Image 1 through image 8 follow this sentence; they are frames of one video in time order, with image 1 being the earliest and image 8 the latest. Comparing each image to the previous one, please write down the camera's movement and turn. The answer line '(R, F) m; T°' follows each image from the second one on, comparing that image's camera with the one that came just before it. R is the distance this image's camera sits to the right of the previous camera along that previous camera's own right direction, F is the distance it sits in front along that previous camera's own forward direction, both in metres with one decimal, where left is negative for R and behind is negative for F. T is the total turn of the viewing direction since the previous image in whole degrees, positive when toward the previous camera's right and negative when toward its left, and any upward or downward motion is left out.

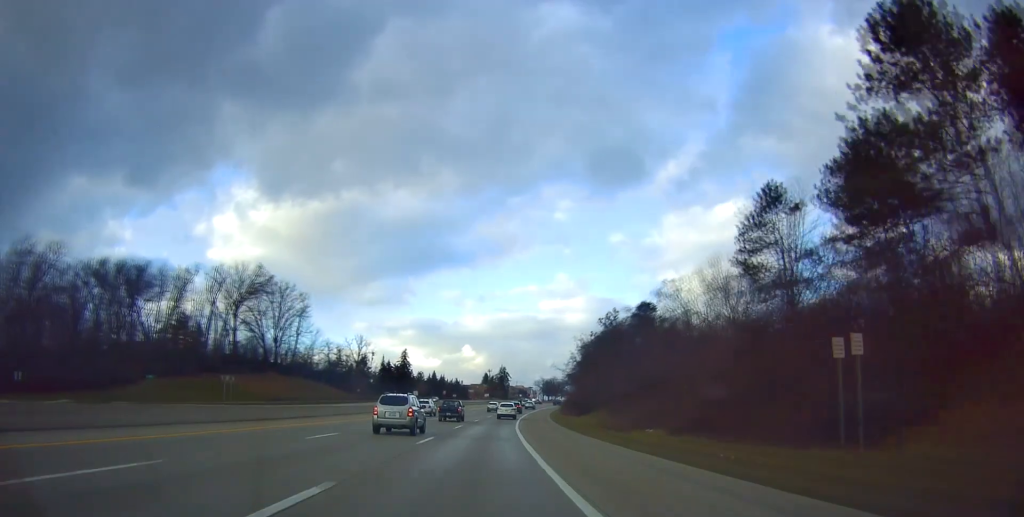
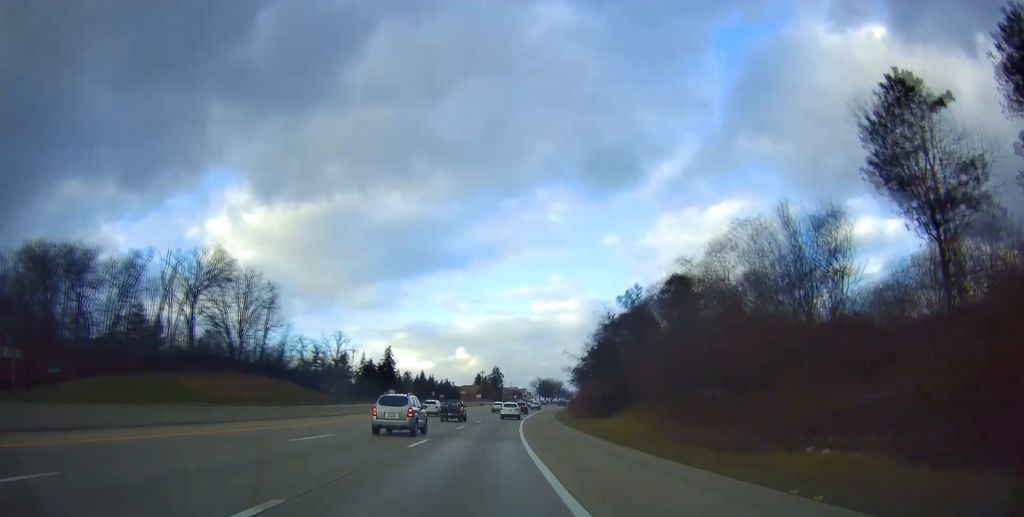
(0.0, +17.0) m; 0°
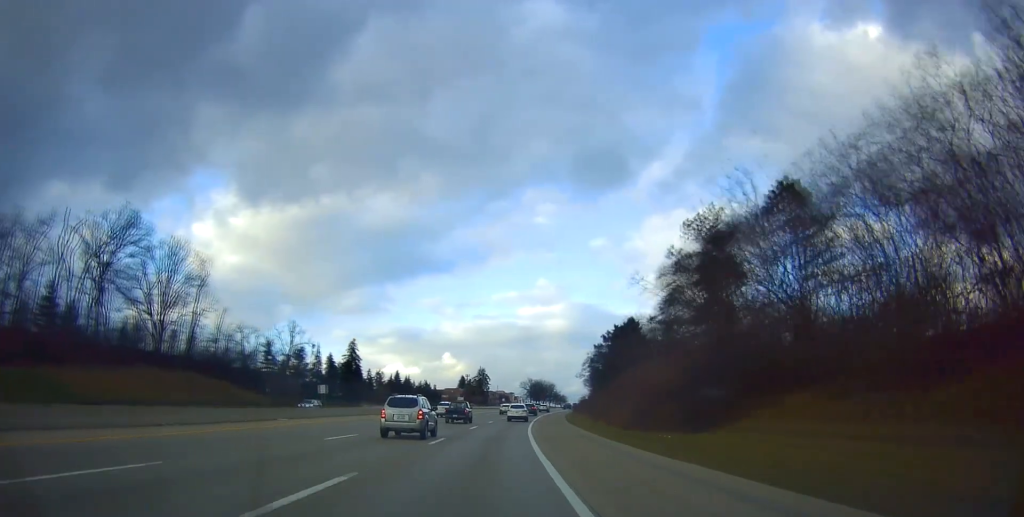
(-0.1, +28.4) m; +2°
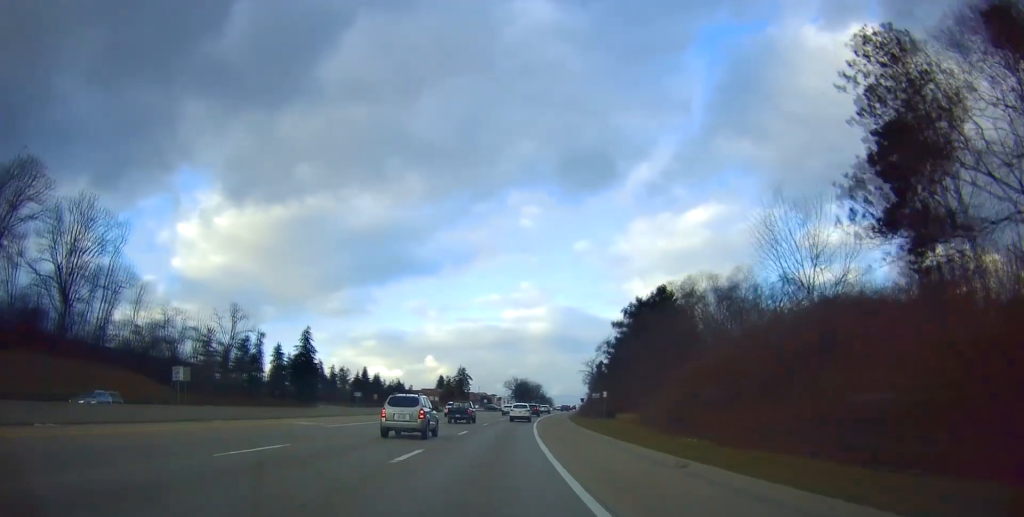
(+1.0, +23.9) m; +3°
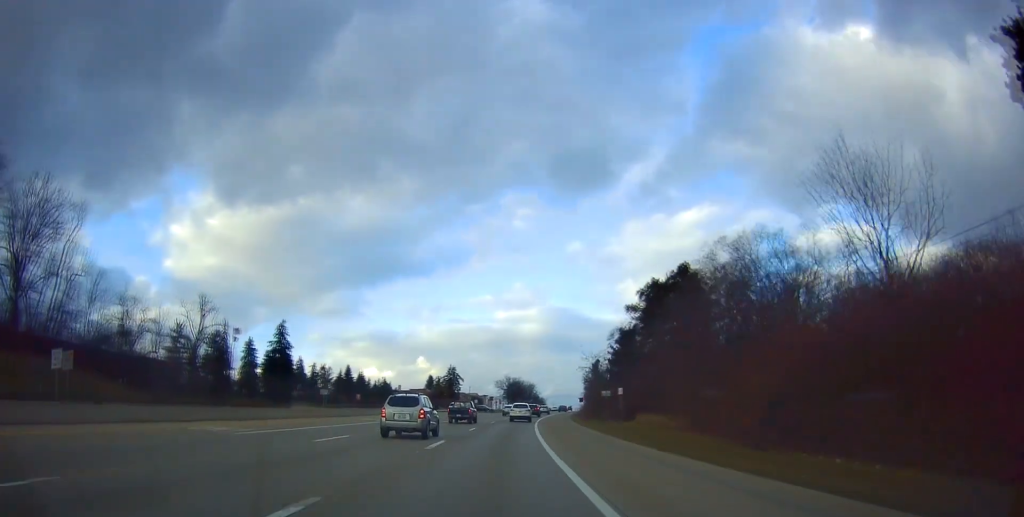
(+0.2, +10.2) m; +1°
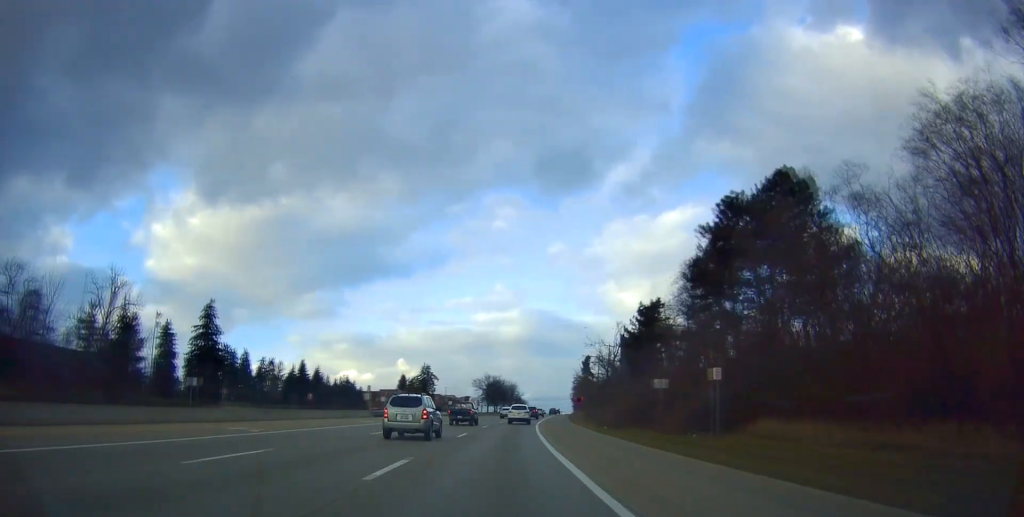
(+0.5, +23.4) m; +2°
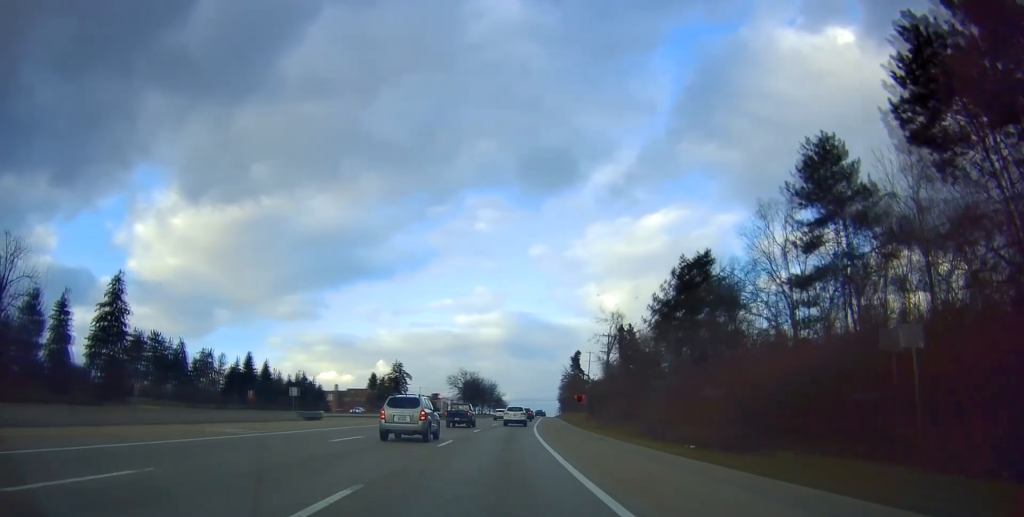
(+0.2, +21.5) m; +1°
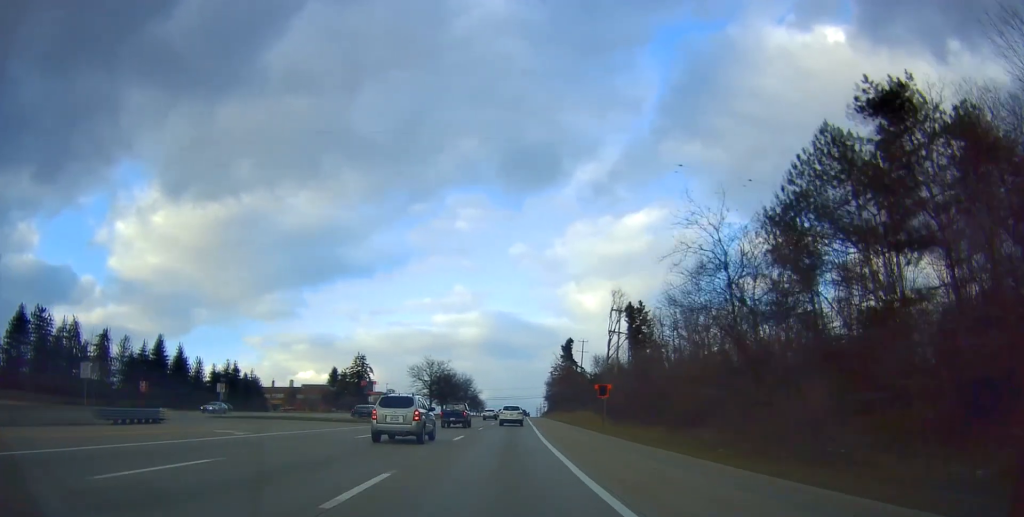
(+0.1, +27.9) m; +3°
